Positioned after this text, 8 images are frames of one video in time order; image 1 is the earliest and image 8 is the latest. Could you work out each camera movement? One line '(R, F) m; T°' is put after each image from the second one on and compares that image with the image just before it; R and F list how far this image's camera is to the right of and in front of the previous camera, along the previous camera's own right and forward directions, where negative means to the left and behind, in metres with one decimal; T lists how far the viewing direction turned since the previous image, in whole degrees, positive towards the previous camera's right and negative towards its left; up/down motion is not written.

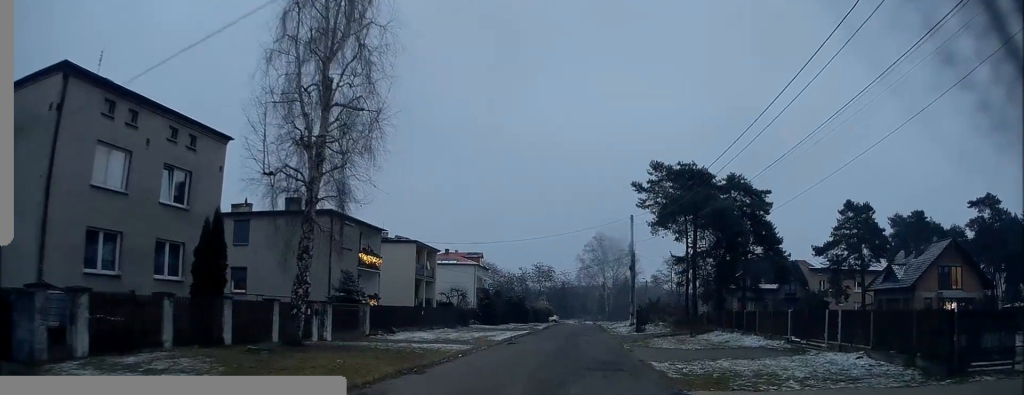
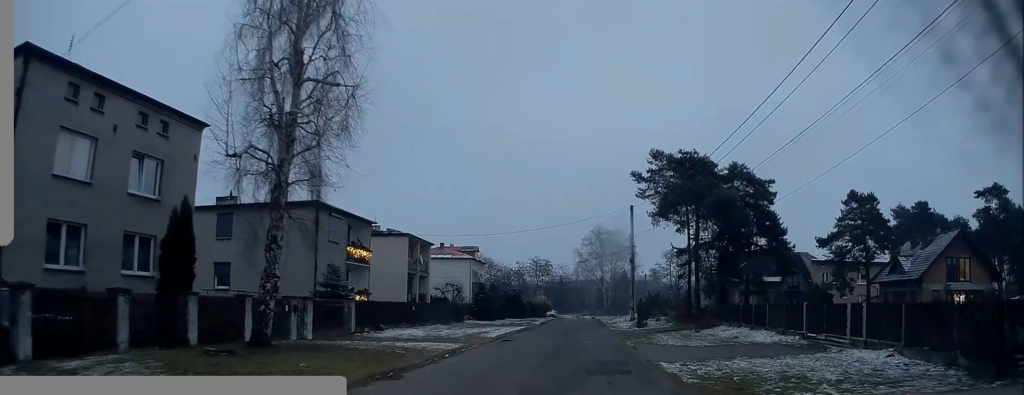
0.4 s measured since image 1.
(+0.1, +1.9) m; 0°
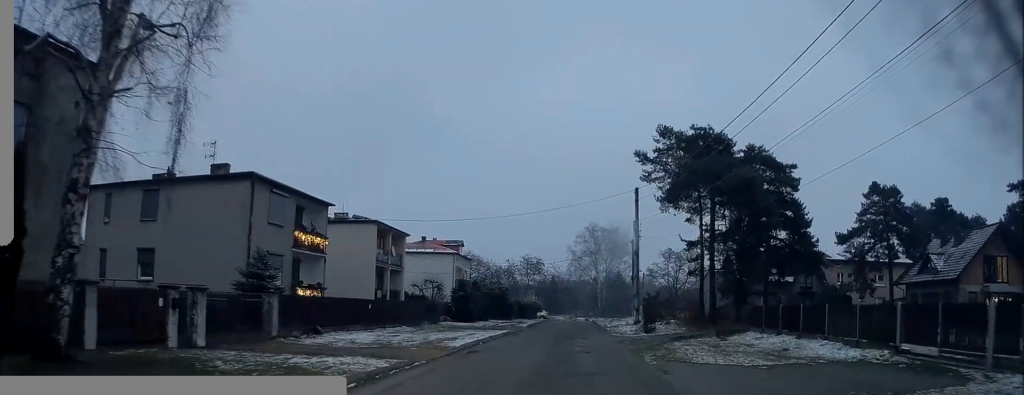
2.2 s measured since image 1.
(0.0, +7.3) m; +1°
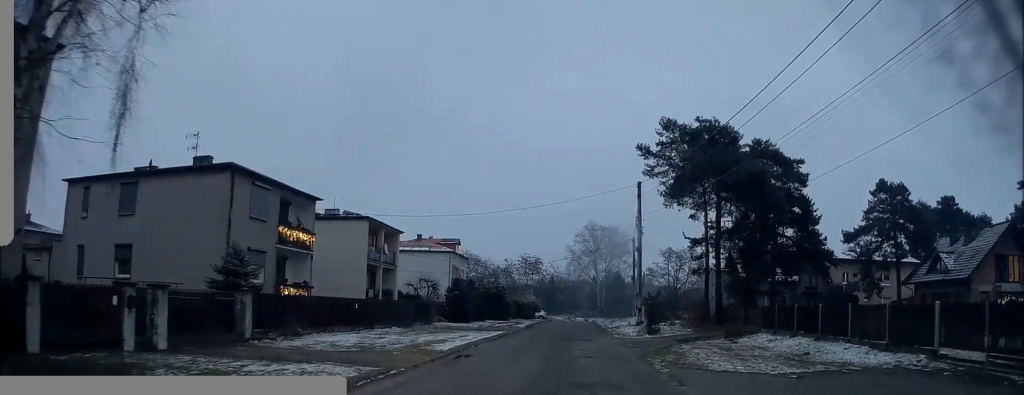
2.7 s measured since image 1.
(-0.1, +1.9) m; 0°
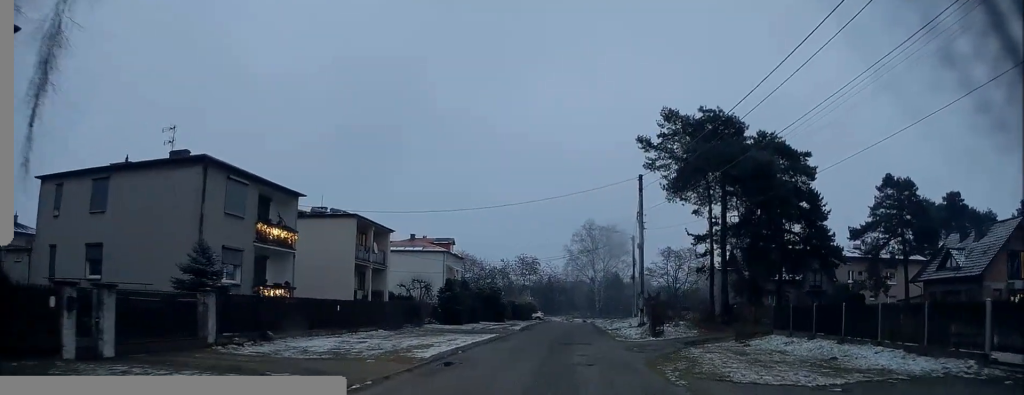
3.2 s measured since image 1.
(-0.2, +2.1) m; 0°
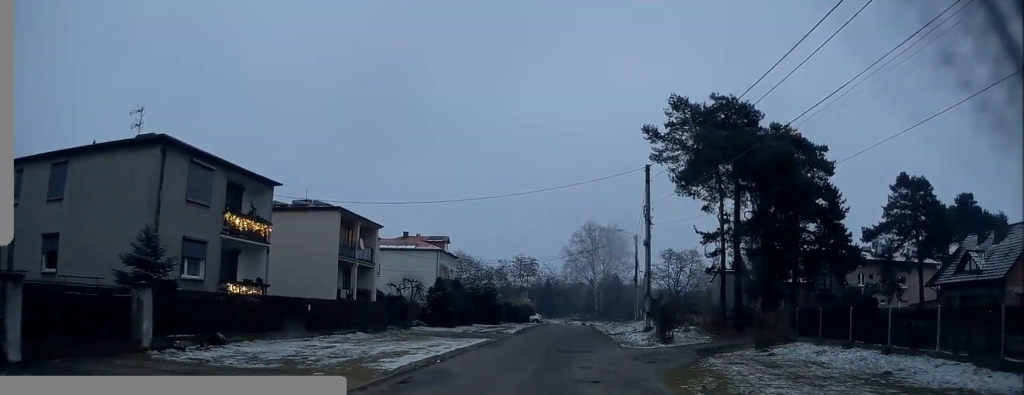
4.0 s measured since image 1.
(+0.2, +3.0) m; +4°
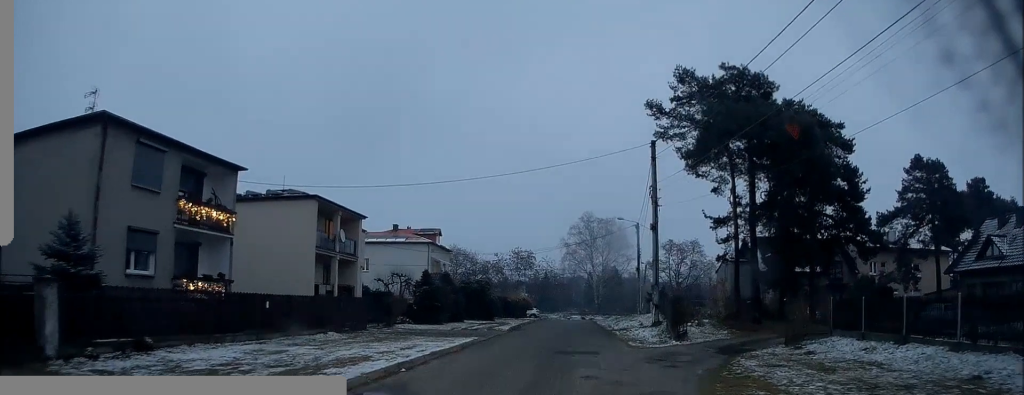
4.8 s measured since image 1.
(+0.2, +3.5) m; 0°
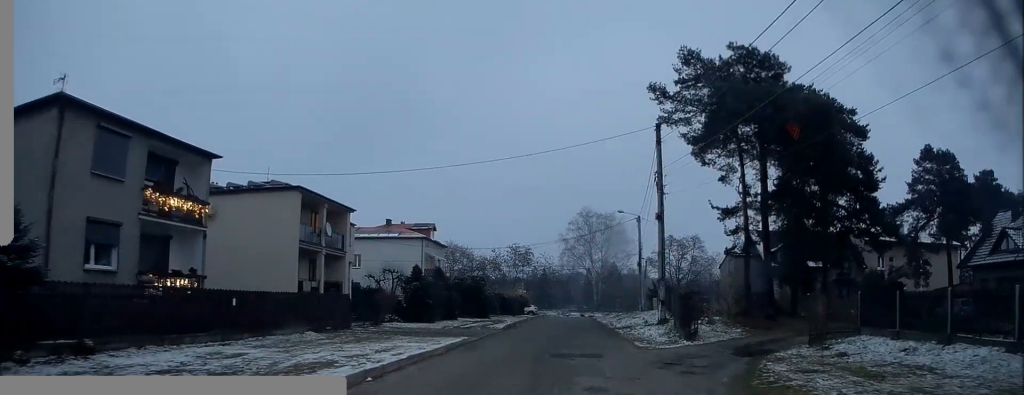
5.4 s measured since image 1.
(+0.1, +2.1) m; -3°
